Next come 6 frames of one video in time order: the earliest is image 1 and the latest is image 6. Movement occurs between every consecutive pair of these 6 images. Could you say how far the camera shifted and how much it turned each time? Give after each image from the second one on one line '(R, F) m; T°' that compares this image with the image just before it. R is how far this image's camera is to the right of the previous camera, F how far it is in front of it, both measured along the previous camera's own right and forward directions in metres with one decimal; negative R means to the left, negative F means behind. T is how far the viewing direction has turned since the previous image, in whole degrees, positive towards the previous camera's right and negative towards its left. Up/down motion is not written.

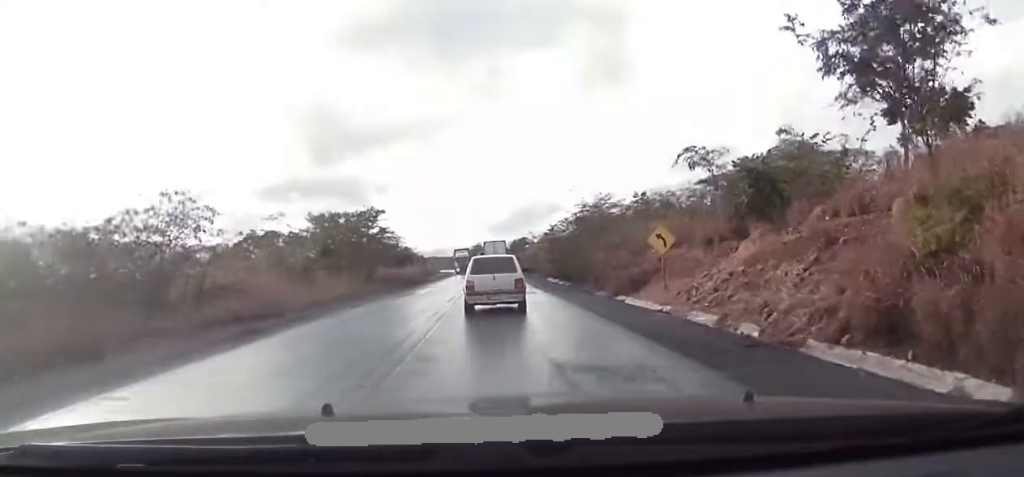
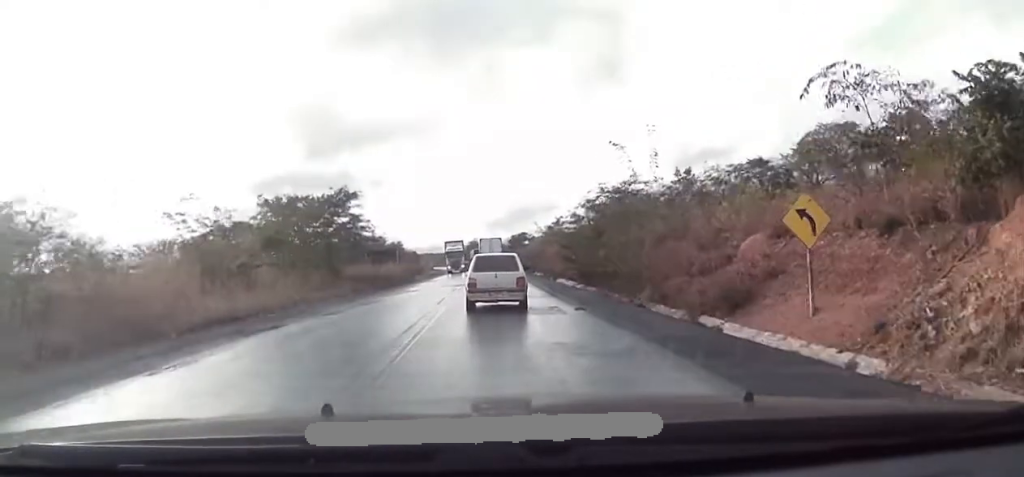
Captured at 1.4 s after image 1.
(0.0, +10.6) m; -1°
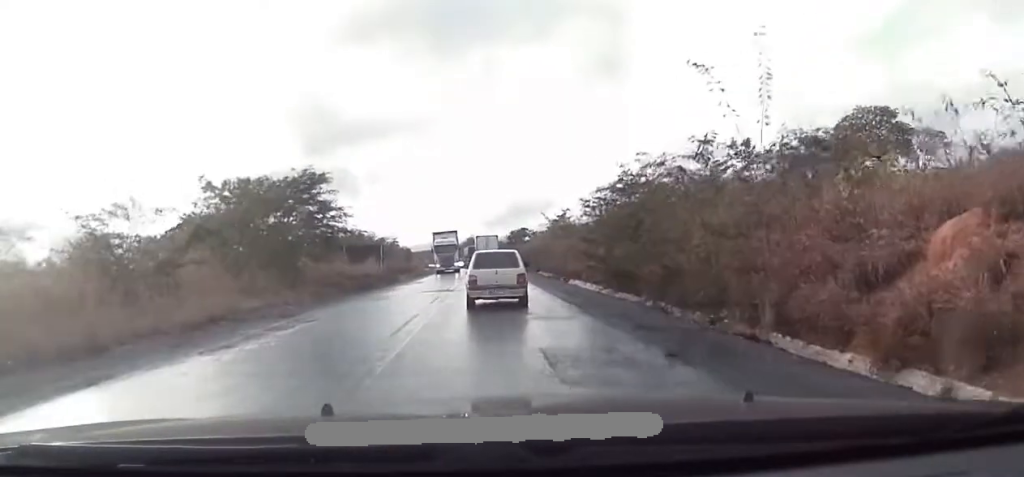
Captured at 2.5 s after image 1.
(0.0, +8.7) m; 0°
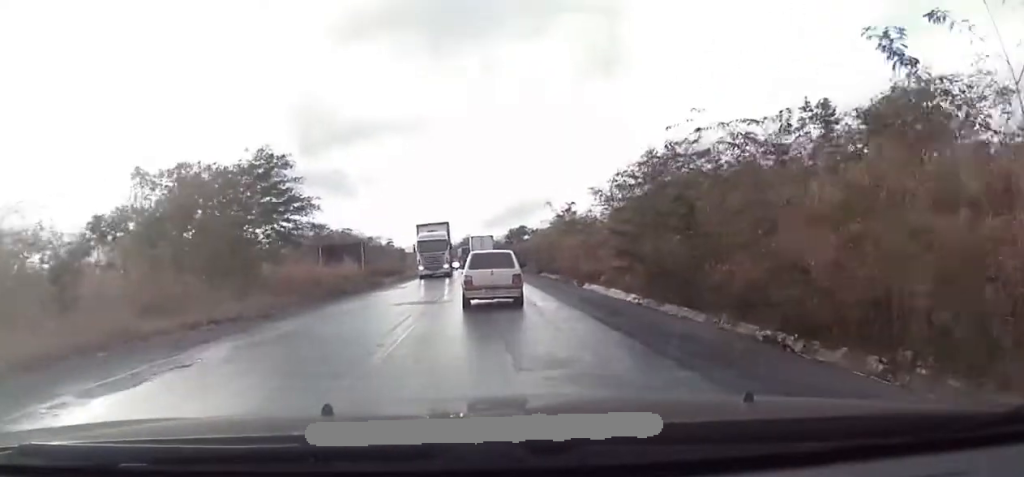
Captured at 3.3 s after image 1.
(0.0, +7.2) m; +1°
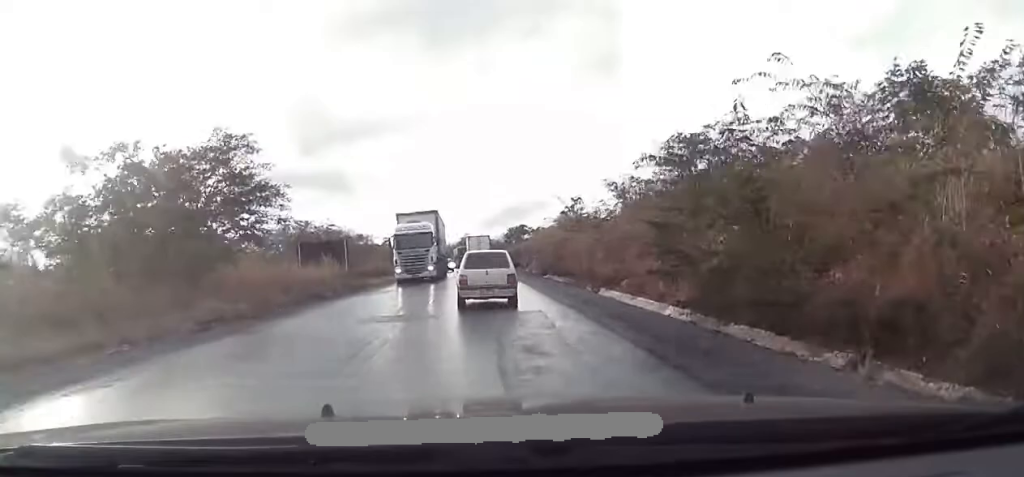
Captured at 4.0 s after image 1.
(-0.1, +5.3) m; +2°
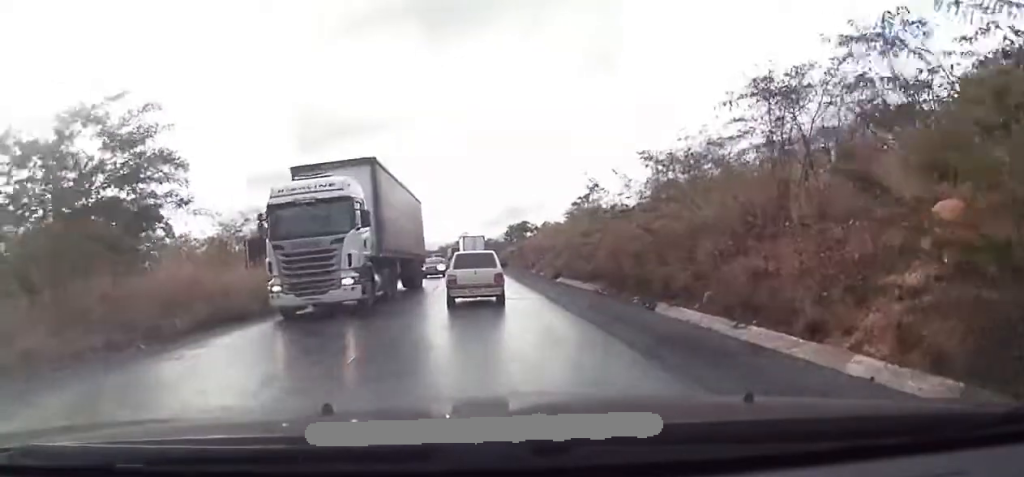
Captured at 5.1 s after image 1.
(+0.3, +9.7) m; -1°
